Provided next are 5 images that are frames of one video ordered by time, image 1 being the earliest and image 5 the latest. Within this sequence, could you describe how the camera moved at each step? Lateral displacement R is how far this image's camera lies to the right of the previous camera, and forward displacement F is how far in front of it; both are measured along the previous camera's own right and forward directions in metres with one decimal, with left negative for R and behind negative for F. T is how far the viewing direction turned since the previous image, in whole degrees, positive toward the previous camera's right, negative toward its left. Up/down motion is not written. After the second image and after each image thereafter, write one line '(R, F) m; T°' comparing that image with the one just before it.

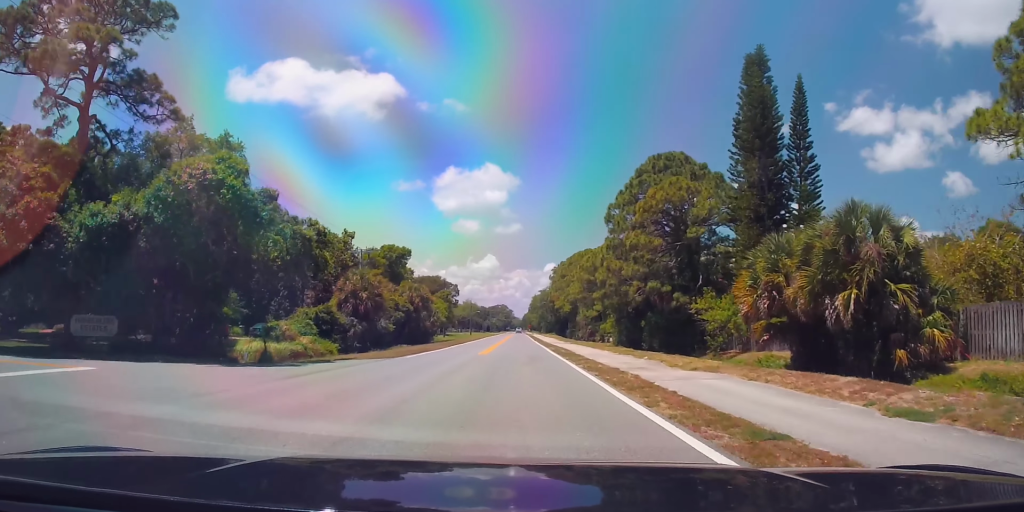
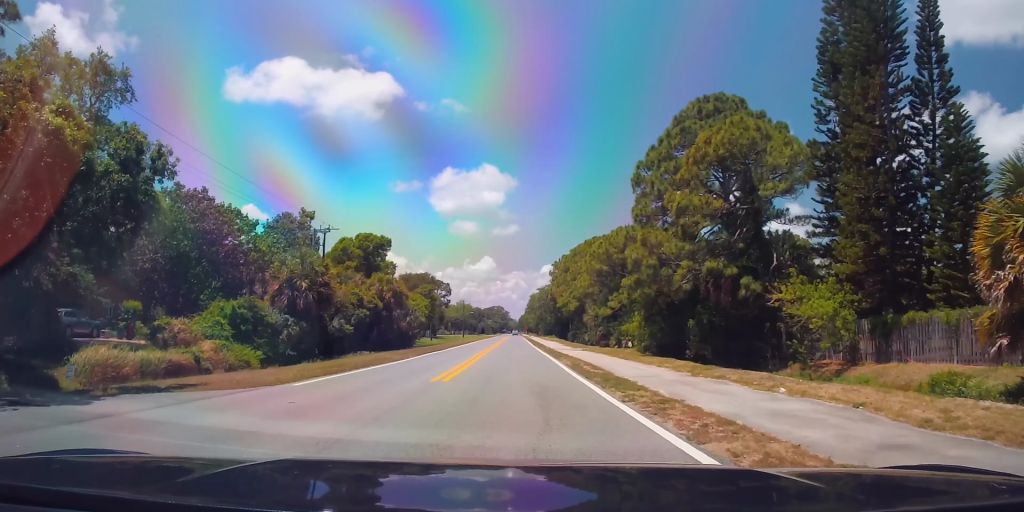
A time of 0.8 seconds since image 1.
(+0.1, +14.9) m; -1°
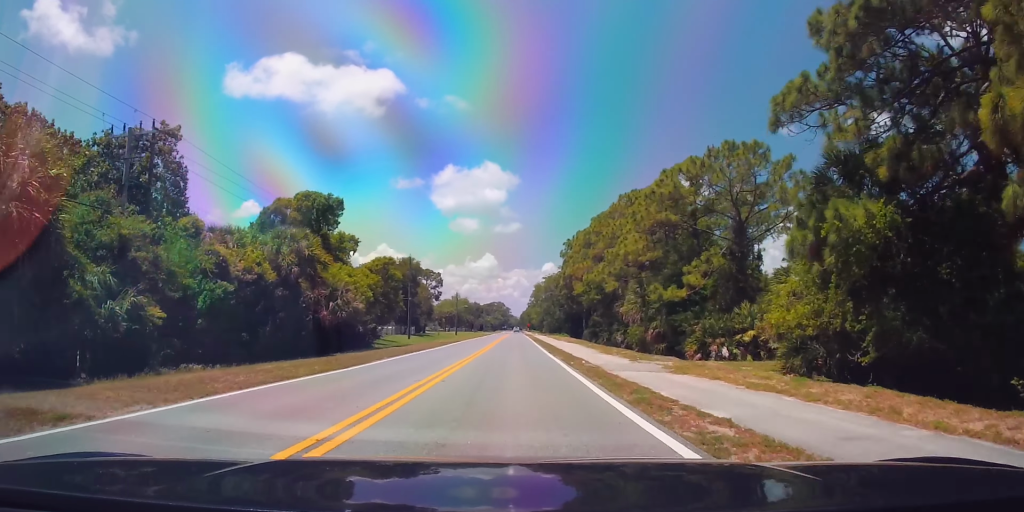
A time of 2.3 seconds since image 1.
(-0.7, +27.4) m; -2°
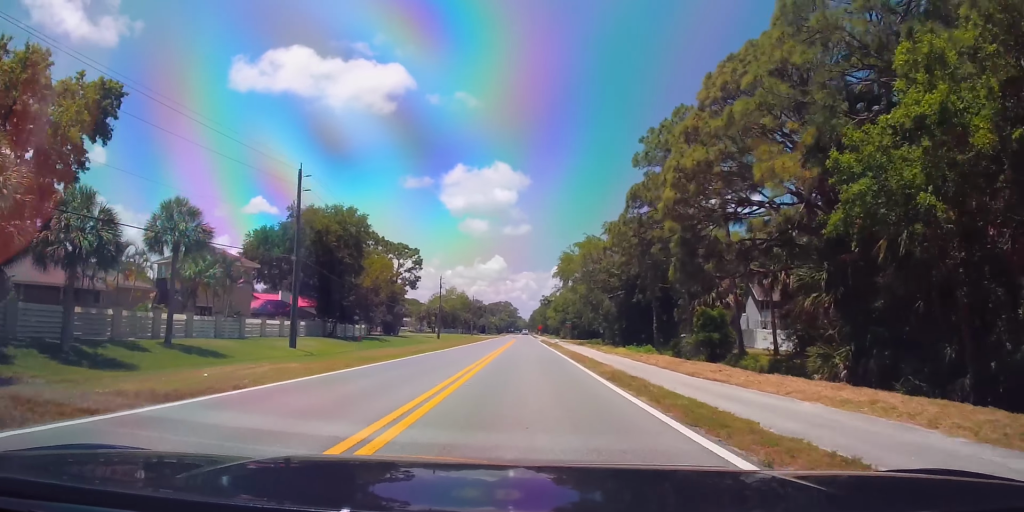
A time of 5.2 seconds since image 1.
(+0.9, +54.1) m; 0°
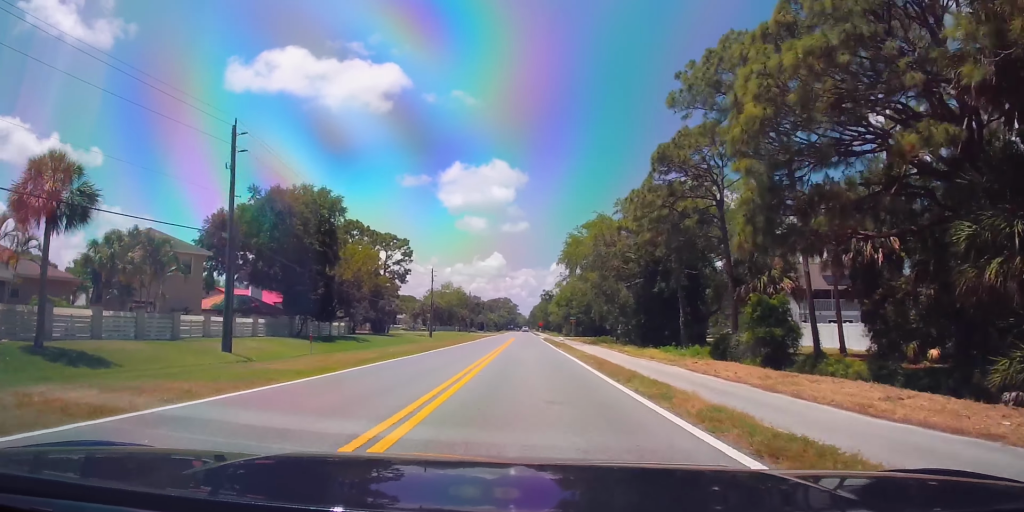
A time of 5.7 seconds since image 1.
(0.0, +10.6) m; +1°
